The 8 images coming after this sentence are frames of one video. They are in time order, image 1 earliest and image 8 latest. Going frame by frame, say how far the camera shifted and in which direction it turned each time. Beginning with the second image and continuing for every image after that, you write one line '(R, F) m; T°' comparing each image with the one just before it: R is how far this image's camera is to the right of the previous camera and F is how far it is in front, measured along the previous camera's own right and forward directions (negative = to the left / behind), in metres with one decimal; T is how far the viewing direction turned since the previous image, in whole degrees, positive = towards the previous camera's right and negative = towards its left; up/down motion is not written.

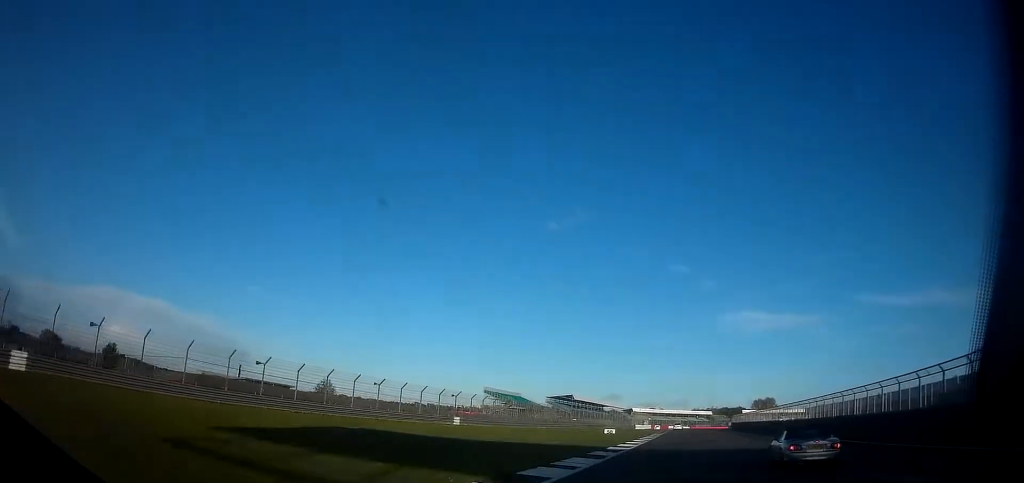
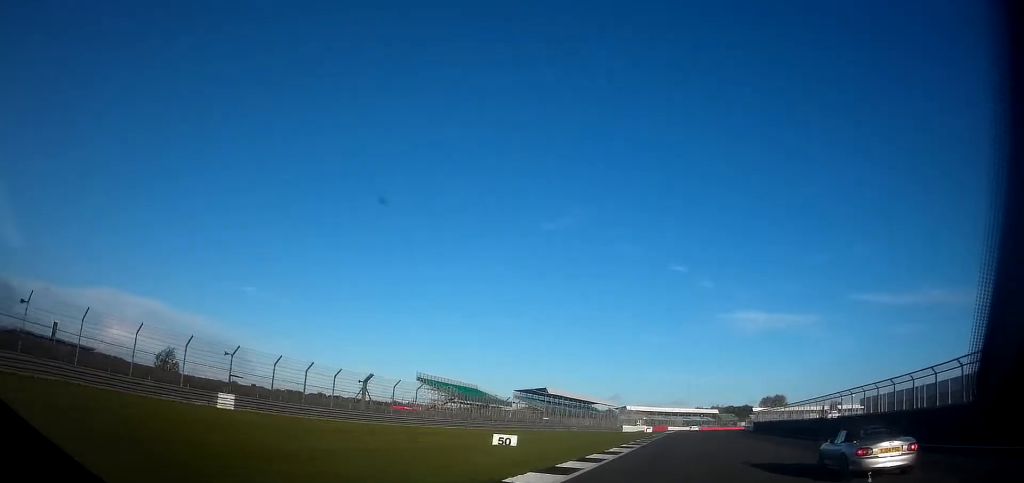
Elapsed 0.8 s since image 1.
(+0.2, +38.3) m; +1°
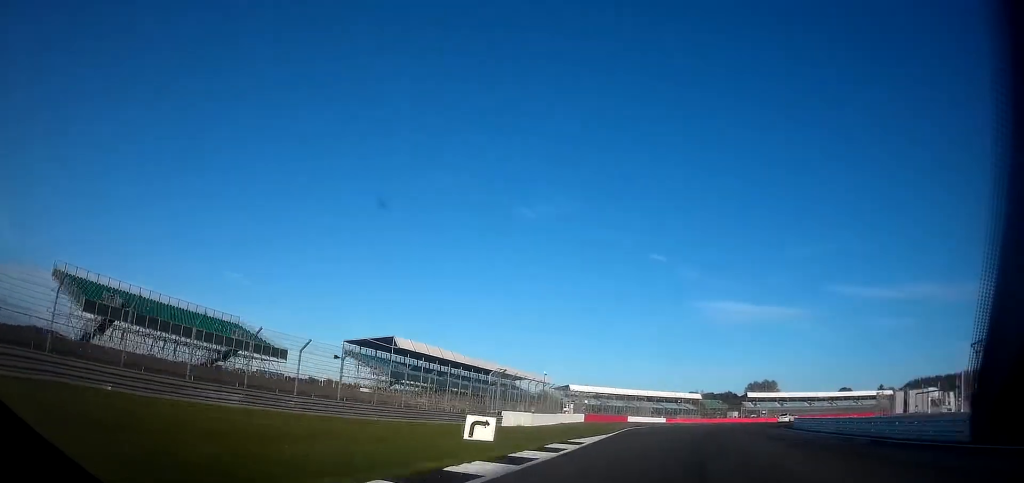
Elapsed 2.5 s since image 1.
(+1.2, +69.5) m; +2°
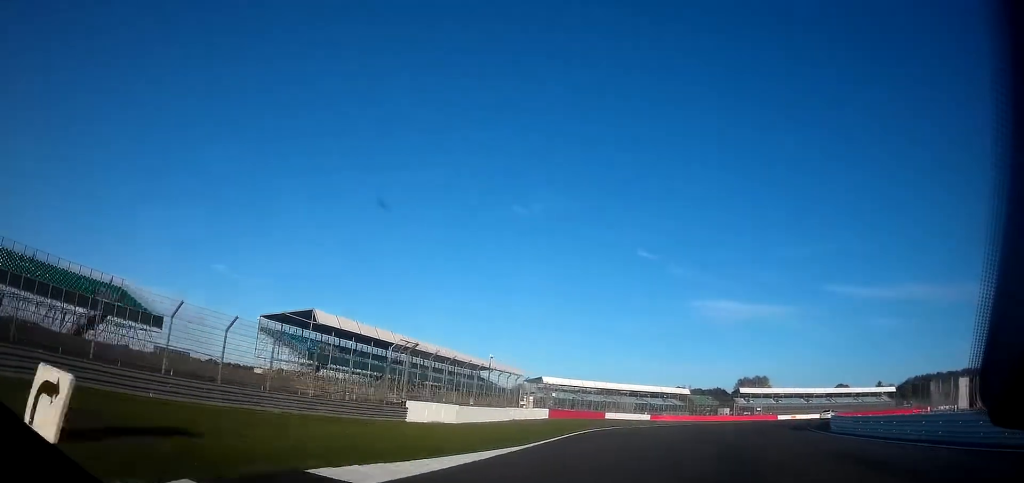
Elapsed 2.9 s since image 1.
(+0.1, +16.7) m; +1°
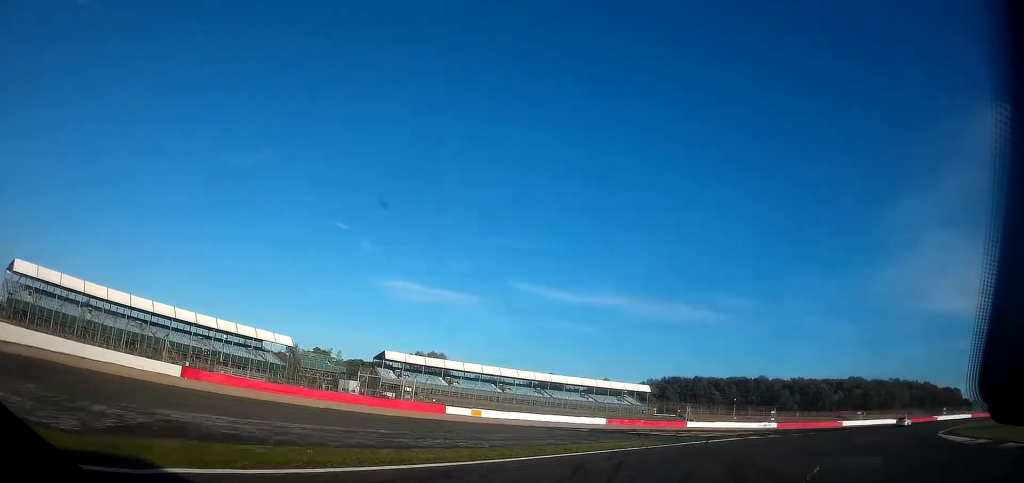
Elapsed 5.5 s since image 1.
(+10.0, +90.4) m; +18°
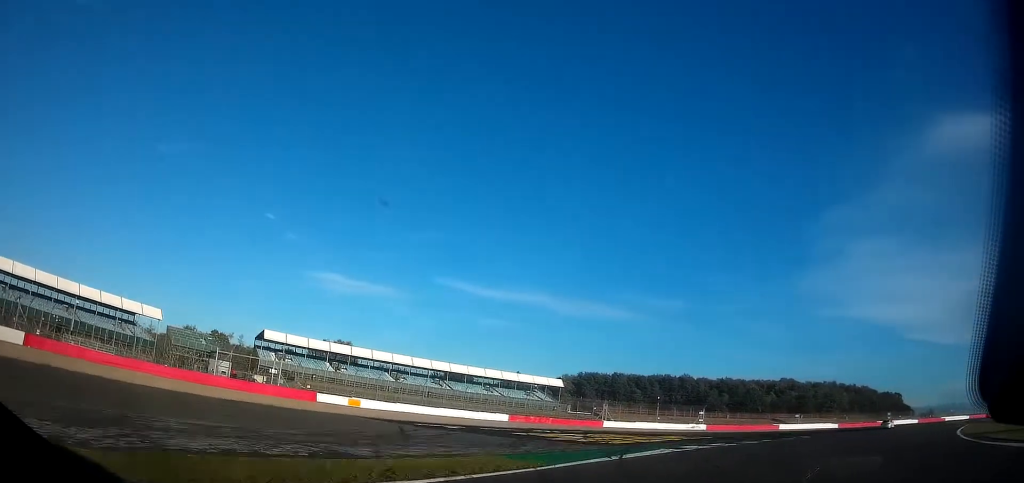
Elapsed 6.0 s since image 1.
(+1.1, +17.2) m; +9°
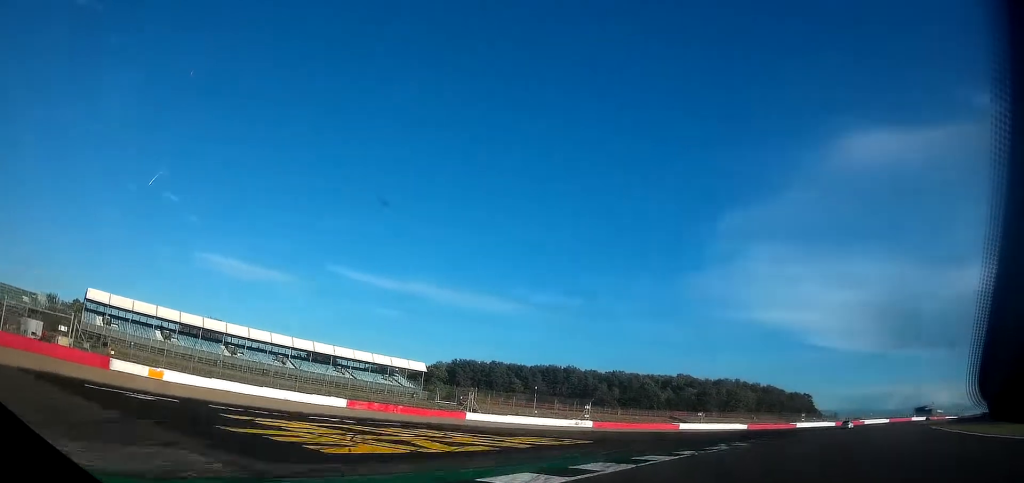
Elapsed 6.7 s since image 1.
(+2.2, +21.4) m; +15°
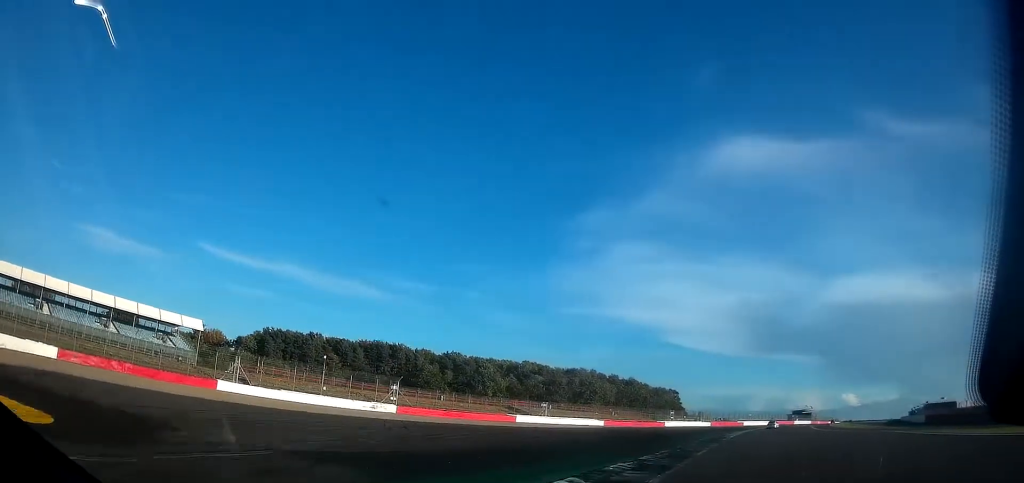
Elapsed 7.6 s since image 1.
(+5.4, +27.8) m; +24°
